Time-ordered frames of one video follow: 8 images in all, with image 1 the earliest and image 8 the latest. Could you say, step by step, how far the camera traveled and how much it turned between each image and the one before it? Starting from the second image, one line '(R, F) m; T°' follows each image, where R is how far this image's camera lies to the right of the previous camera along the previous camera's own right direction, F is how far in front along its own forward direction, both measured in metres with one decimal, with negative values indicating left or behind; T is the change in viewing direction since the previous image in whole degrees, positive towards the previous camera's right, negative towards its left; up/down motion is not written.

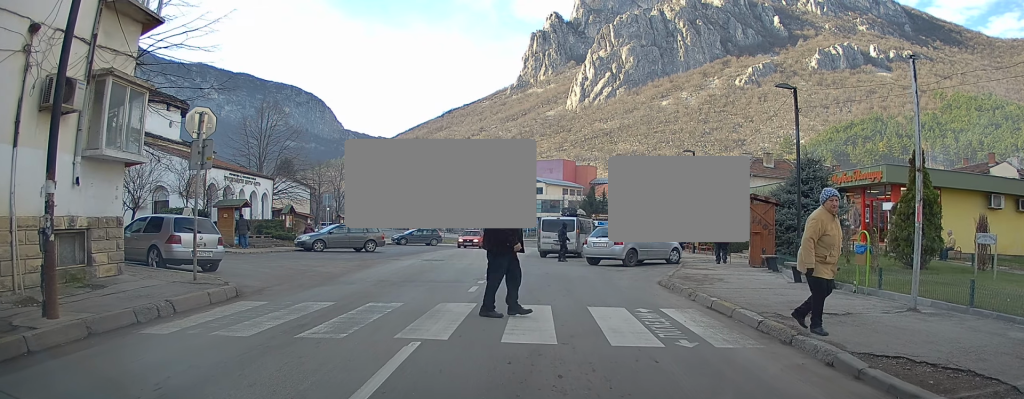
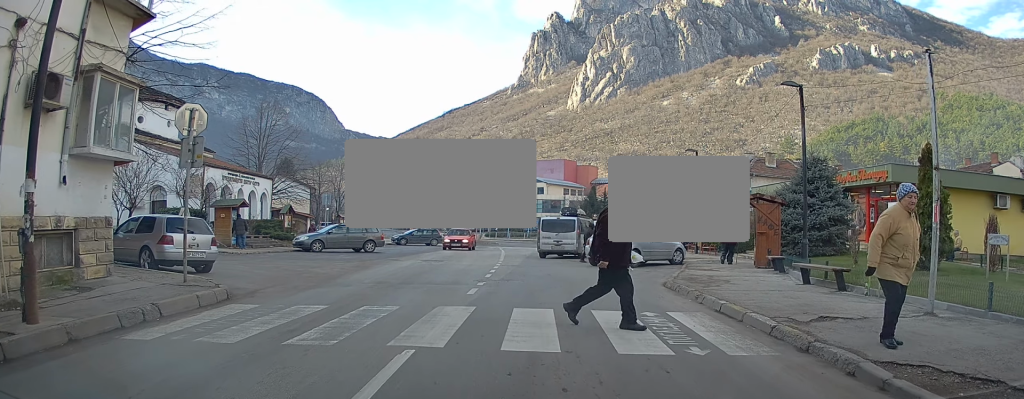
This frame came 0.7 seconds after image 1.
(0.0, +0.4) m; 0°
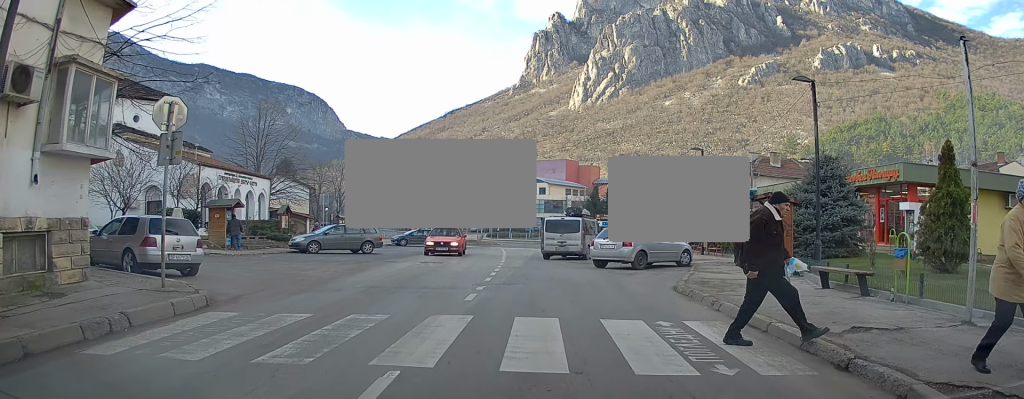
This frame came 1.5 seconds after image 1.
(+0.1, +0.4) m; +2°
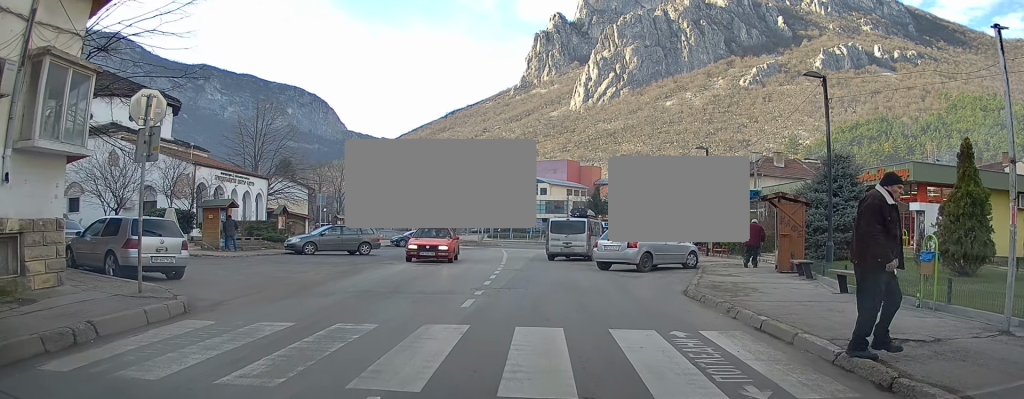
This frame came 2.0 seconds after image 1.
(+0.1, +0.2) m; +7°
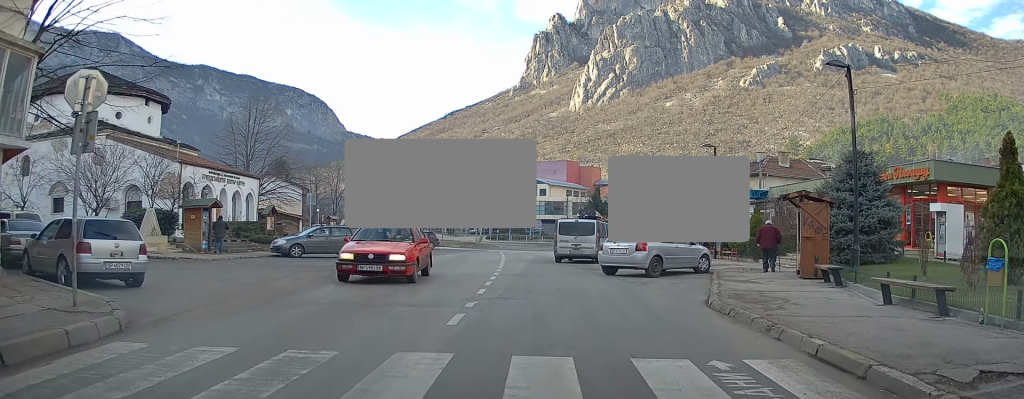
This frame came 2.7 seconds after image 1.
(+0.1, +0.9) m; +4°
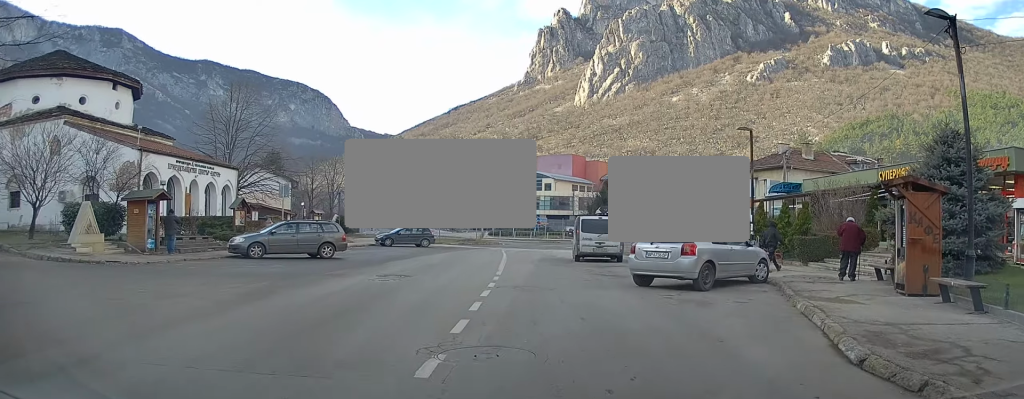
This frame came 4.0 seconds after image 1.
(-0.3, +4.3) m; -4°
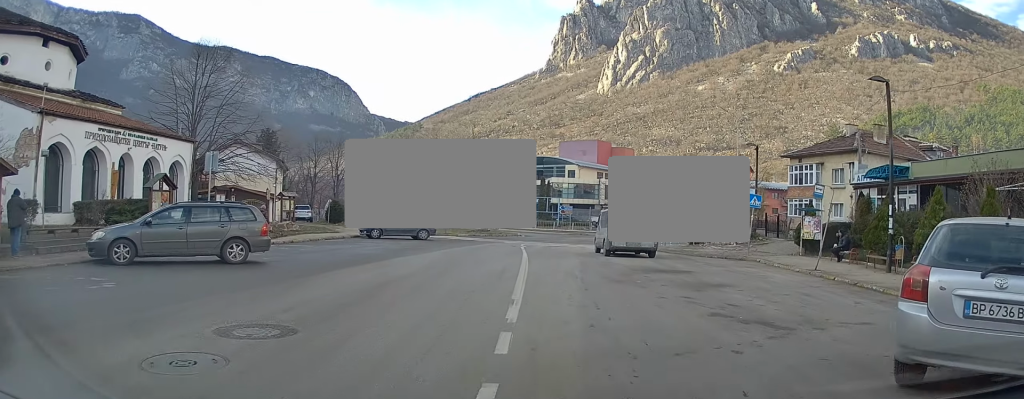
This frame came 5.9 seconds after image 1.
(+0.7, +9.4) m; +10°
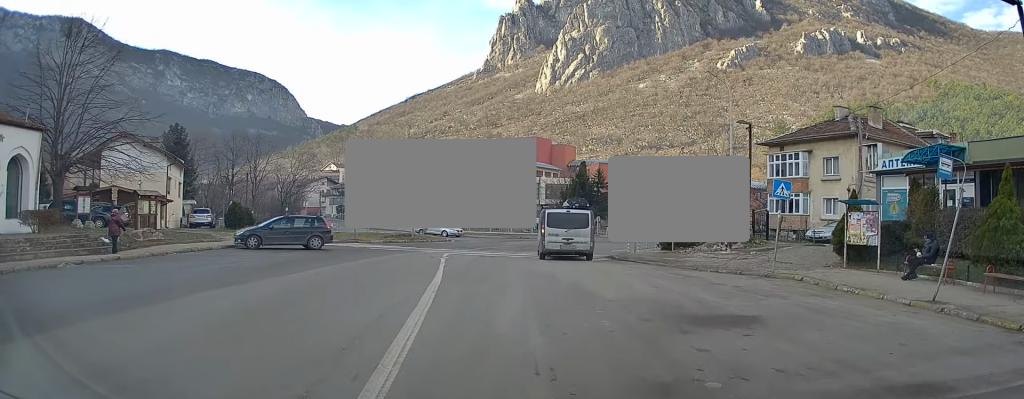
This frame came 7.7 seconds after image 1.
(+0.4, +9.6) m; +2°
